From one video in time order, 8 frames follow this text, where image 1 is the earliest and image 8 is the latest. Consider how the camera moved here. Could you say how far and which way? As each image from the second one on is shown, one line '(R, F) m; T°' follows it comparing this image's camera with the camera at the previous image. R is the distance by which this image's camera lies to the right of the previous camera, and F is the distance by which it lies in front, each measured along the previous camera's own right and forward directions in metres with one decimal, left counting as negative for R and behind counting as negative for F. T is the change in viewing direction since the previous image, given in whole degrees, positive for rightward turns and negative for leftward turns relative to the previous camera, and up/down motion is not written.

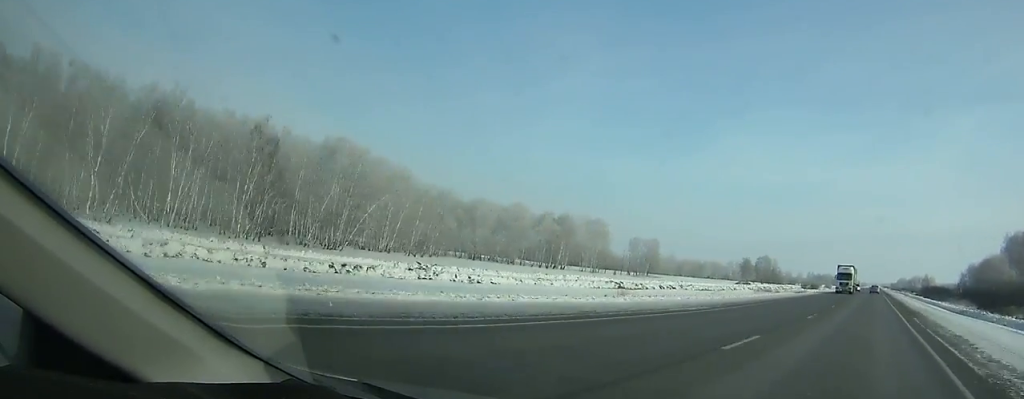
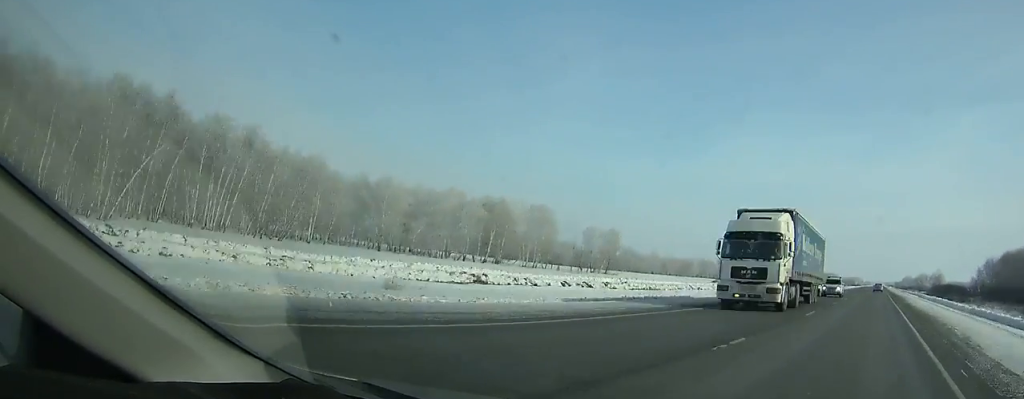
(0.0, +37.4) m; 0°
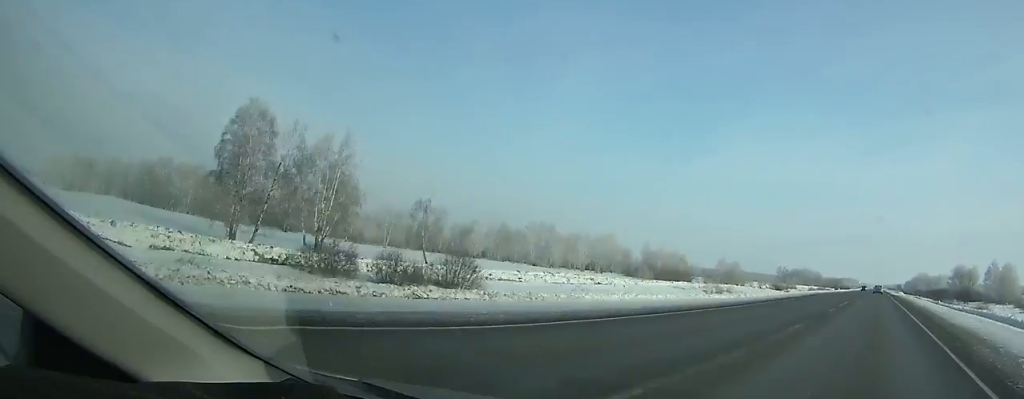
(+1.0, +232.0) m; 0°
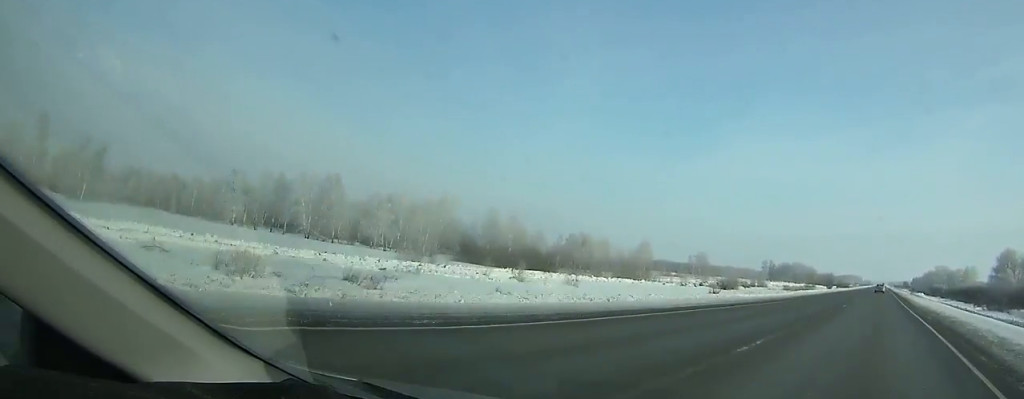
(-0.2, +89.0) m; 0°
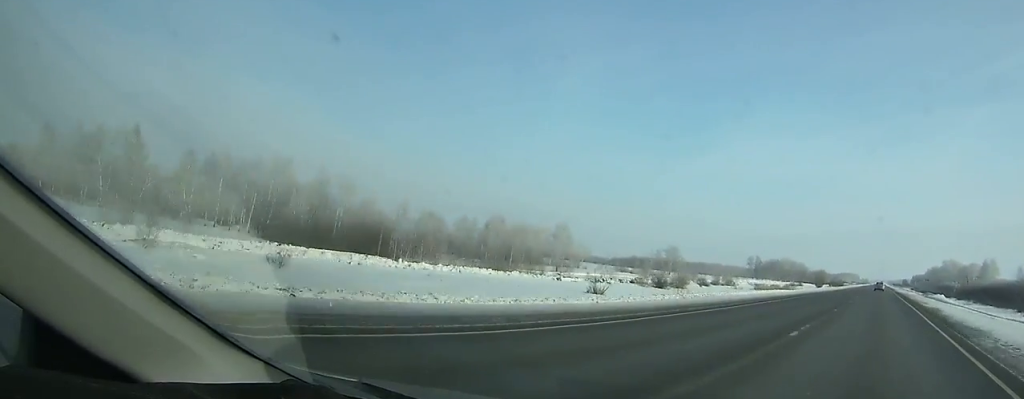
(0.0, +44.3) m; 0°
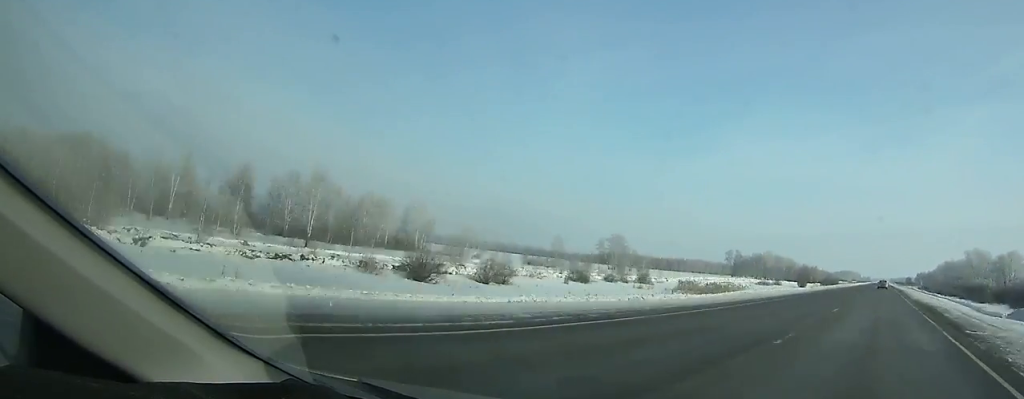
(0.0, +61.7) m; 0°
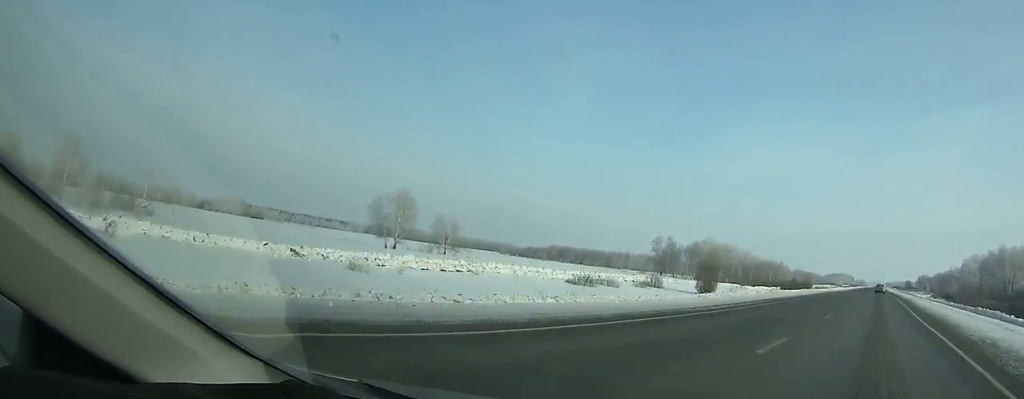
(+0.1, +110.7) m; 0°
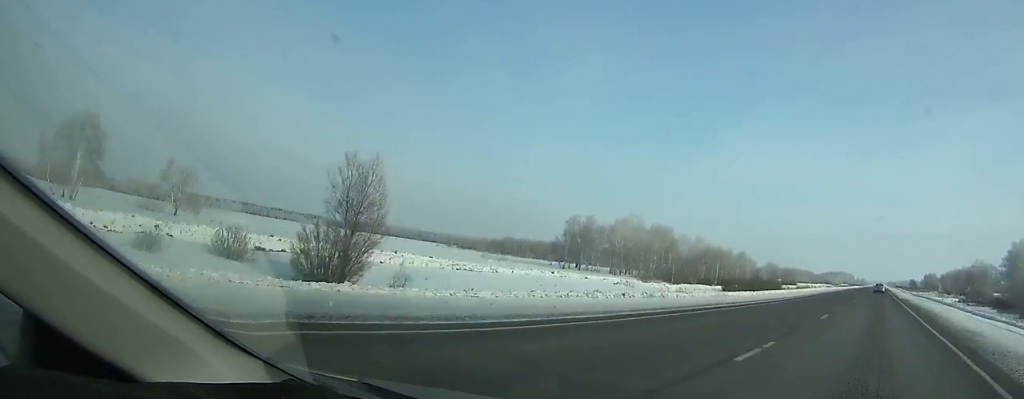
(0.0, +72.3) m; 0°
